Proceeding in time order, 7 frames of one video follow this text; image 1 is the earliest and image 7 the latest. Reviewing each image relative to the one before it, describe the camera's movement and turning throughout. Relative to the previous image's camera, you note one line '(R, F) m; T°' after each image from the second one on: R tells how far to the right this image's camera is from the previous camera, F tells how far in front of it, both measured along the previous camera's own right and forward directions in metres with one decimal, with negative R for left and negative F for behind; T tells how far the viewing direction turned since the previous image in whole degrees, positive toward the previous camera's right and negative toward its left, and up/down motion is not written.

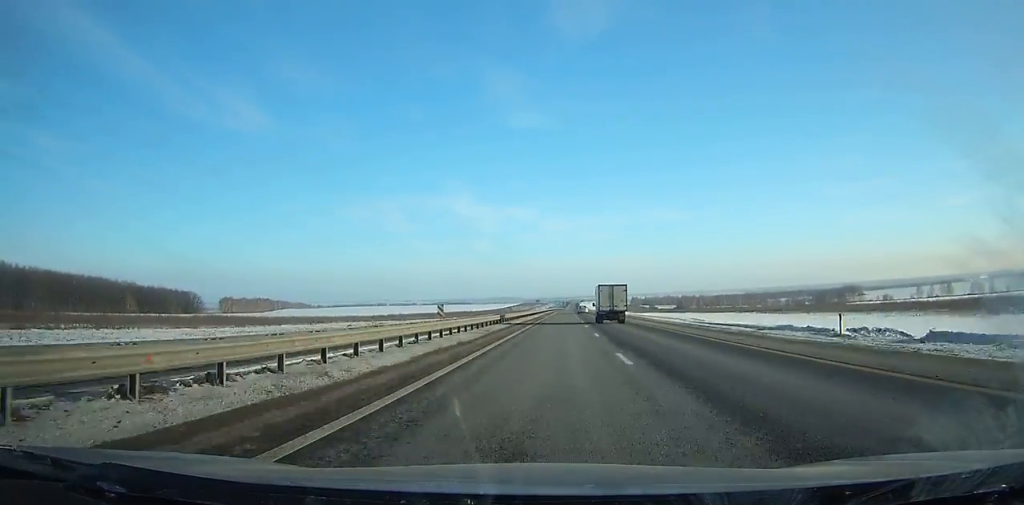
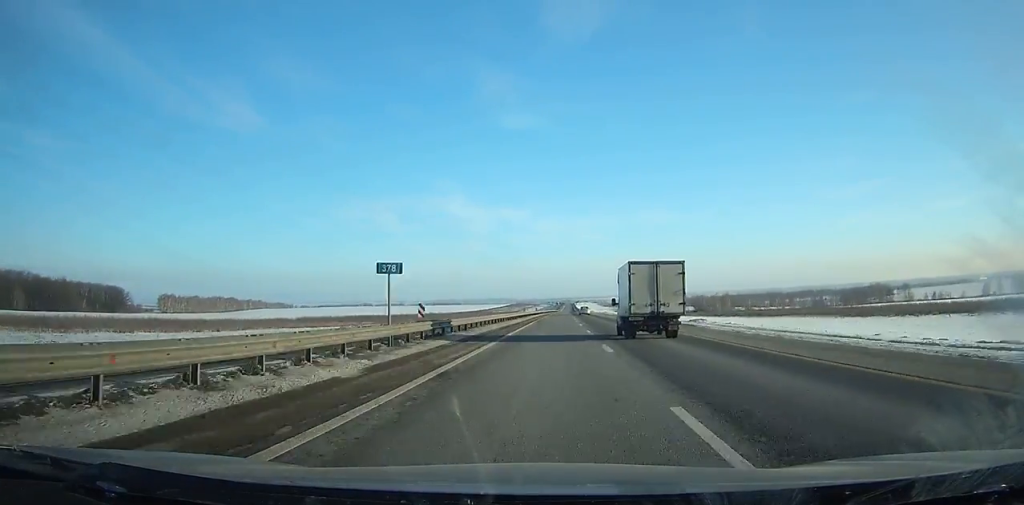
(+0.4, +92.0) m; 0°
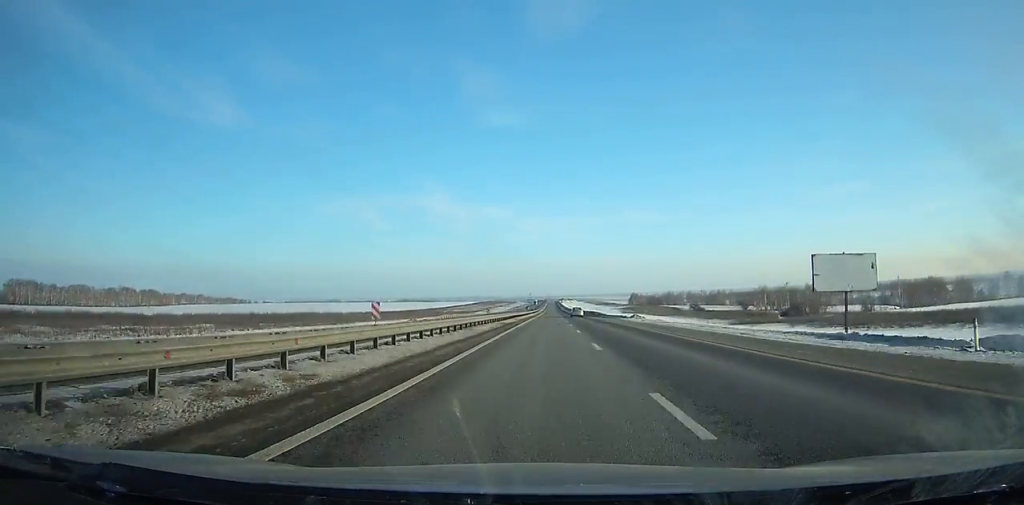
(+1.3, +152.1) m; +1°
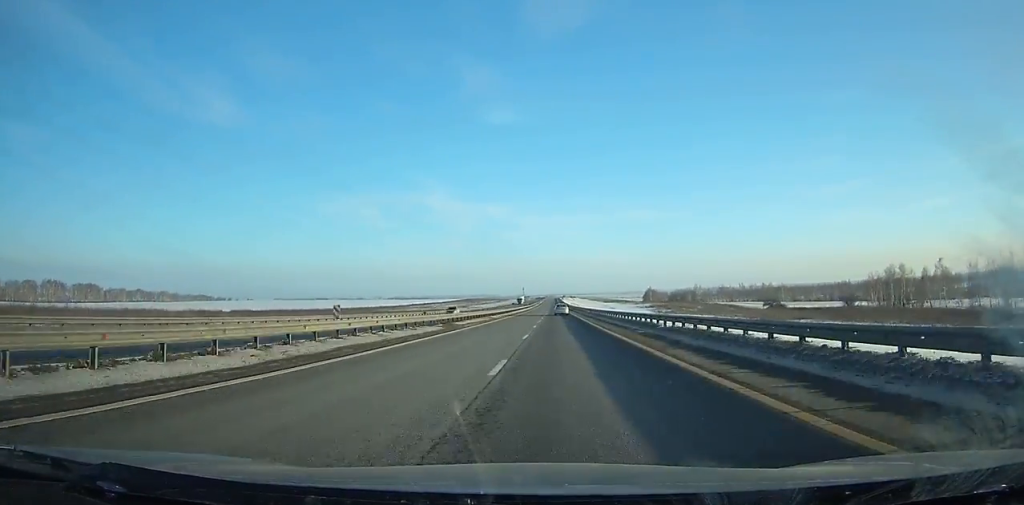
(+0.5, +111.6) m; 0°
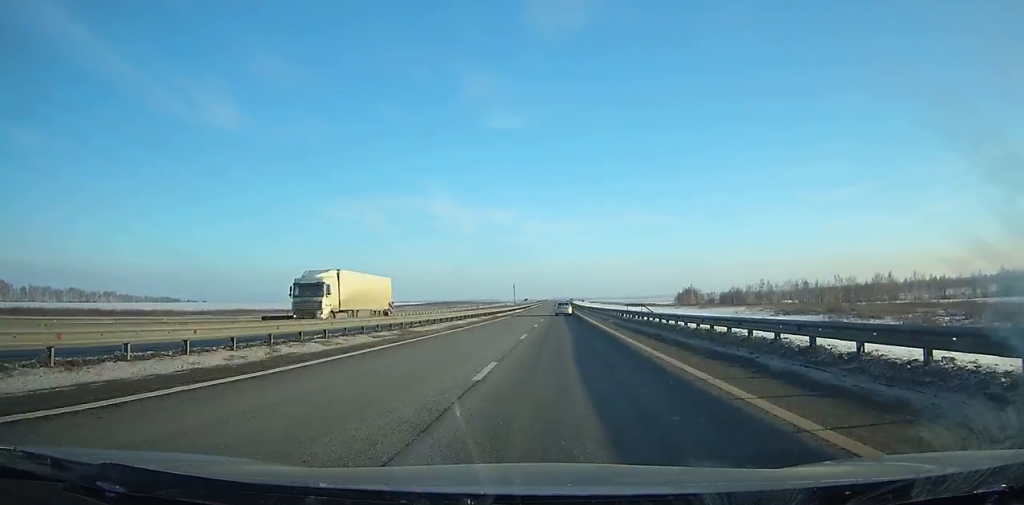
(-0.5, +140.8) m; 0°
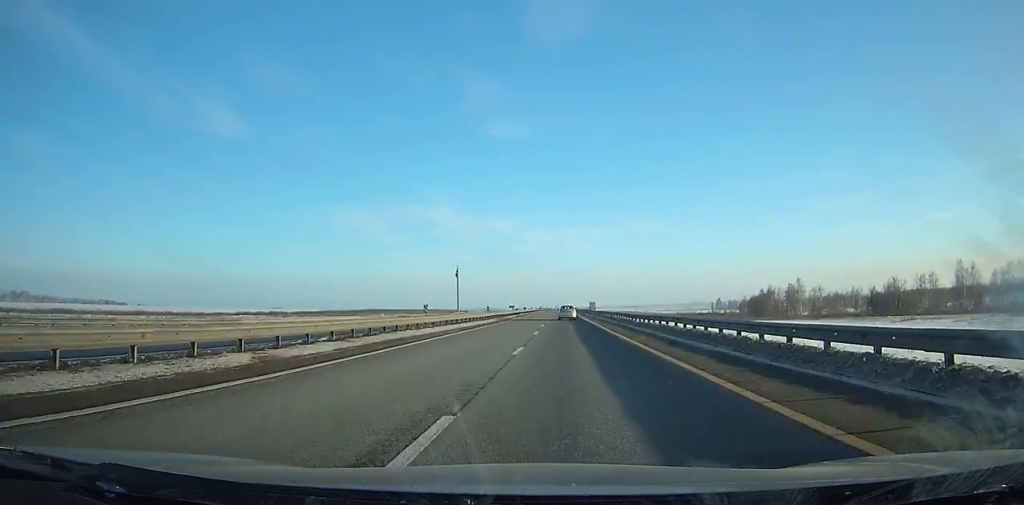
(-0.5, +169.8) m; 0°
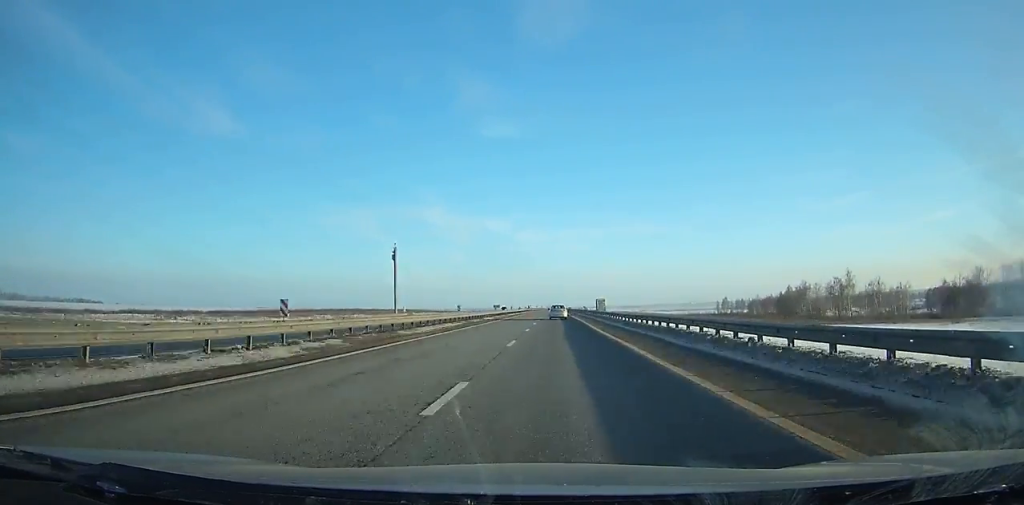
(+0.1, +44.0) m; 0°
